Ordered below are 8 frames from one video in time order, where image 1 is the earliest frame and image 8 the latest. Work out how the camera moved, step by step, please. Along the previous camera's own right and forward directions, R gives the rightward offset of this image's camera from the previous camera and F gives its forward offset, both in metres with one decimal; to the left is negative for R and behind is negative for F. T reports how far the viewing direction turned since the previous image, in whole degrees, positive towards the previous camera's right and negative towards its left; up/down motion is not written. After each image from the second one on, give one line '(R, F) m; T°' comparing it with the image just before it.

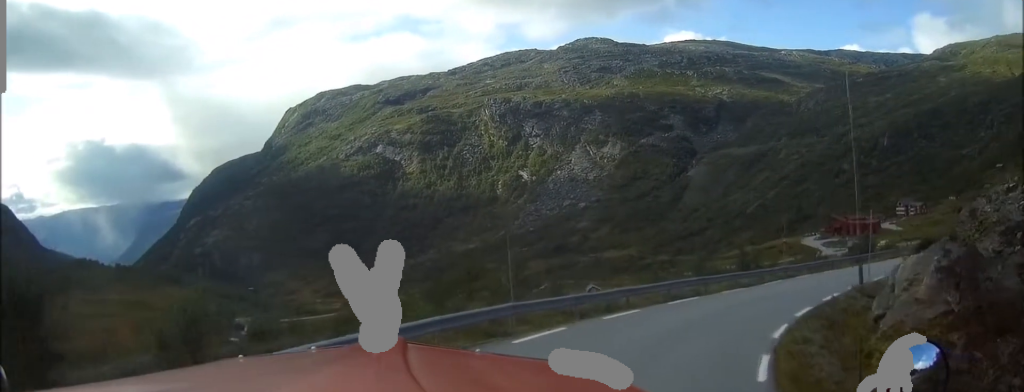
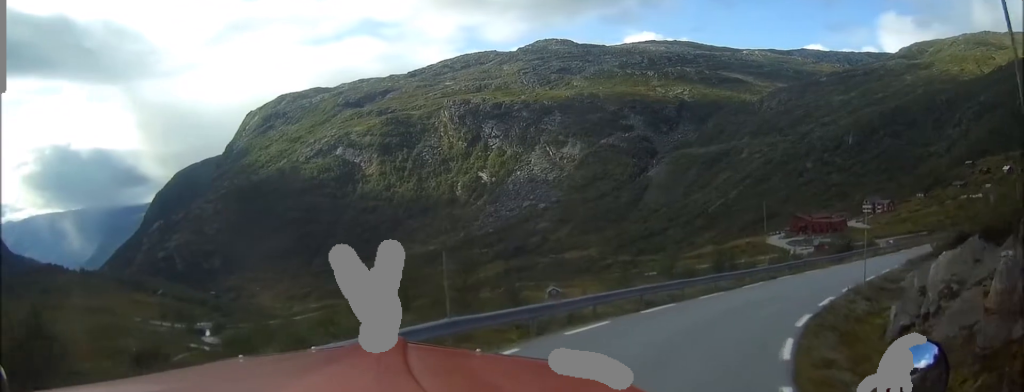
(+0.2, +3.8) m; +3°
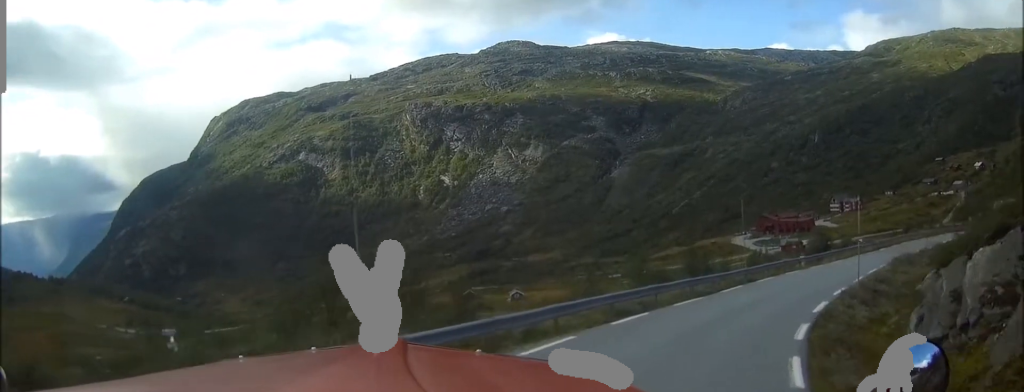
(+0.1, +3.2) m; +4°
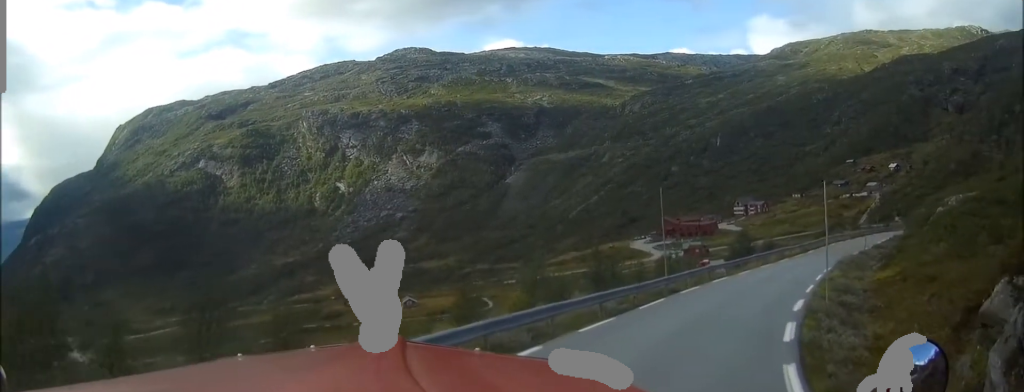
(+0.7, +7.3) m; +11°
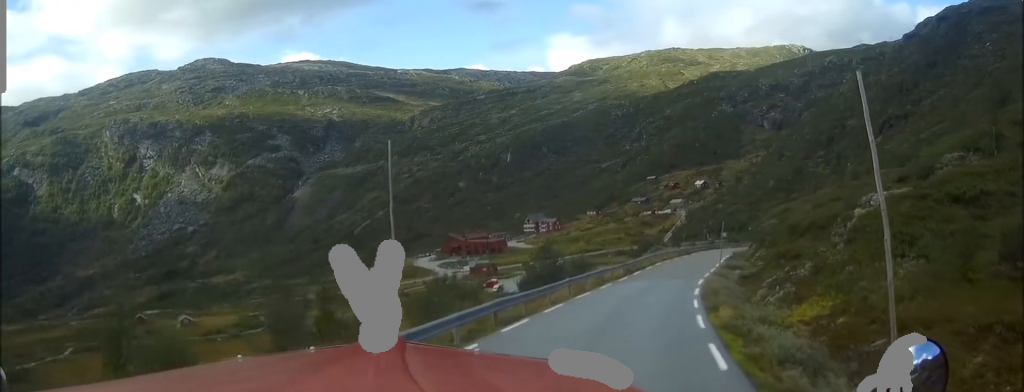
(+1.8, +15.7) m; +10°
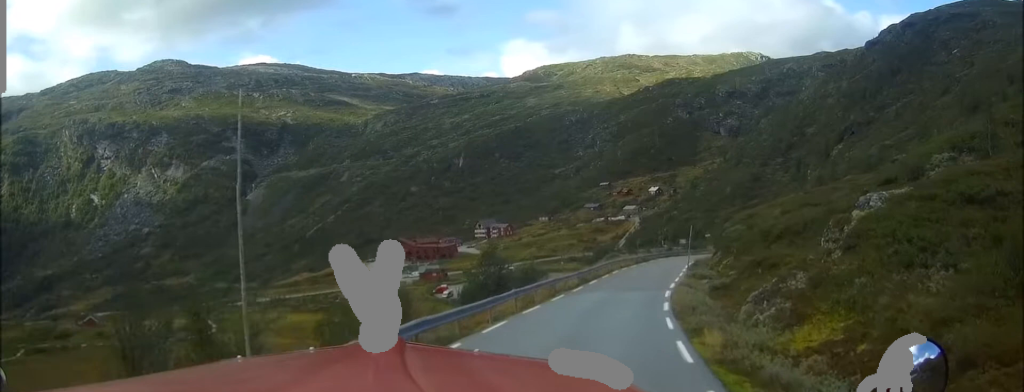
(-0.1, +4.9) m; +3°
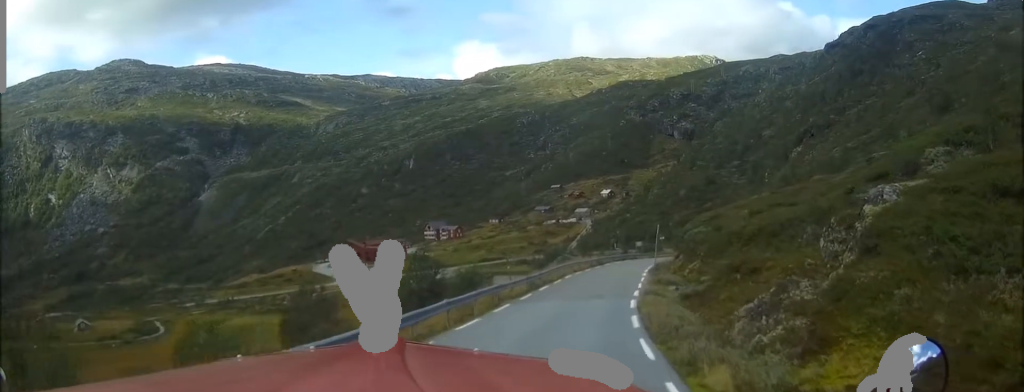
(+0.3, +5.1) m; +5°
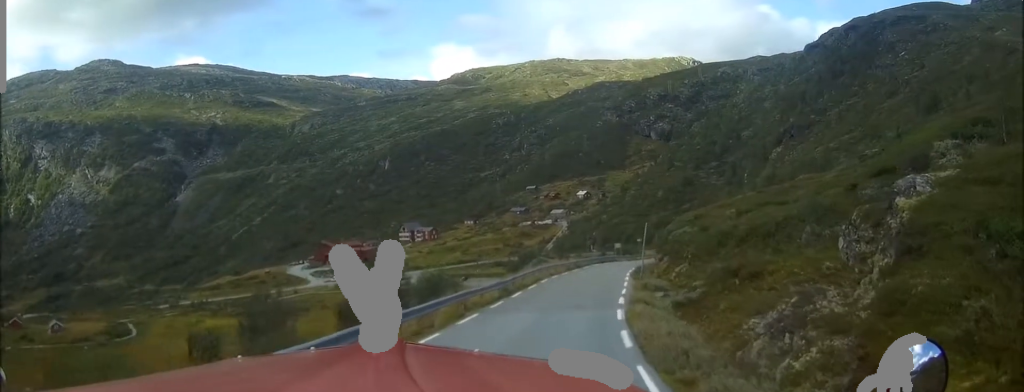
(+0.1, +3.8) m; +4°
